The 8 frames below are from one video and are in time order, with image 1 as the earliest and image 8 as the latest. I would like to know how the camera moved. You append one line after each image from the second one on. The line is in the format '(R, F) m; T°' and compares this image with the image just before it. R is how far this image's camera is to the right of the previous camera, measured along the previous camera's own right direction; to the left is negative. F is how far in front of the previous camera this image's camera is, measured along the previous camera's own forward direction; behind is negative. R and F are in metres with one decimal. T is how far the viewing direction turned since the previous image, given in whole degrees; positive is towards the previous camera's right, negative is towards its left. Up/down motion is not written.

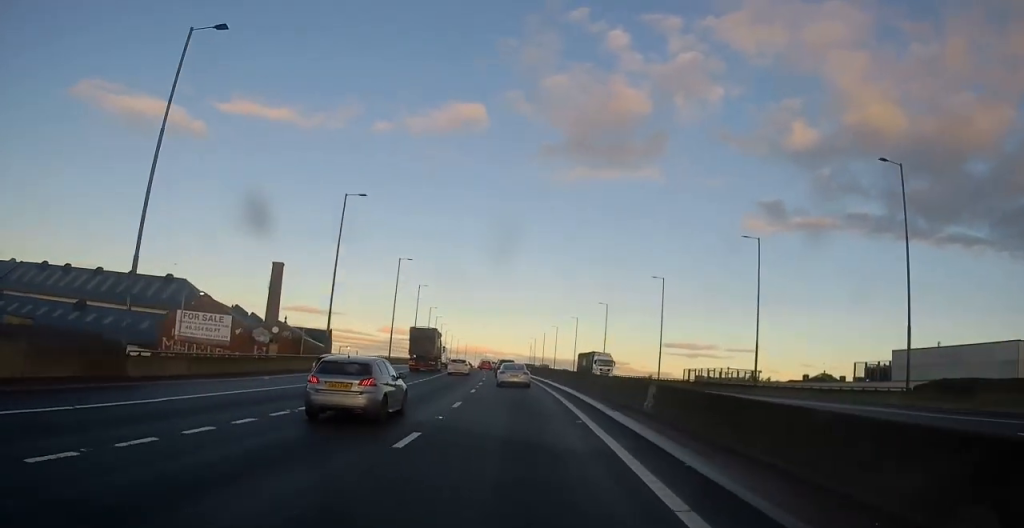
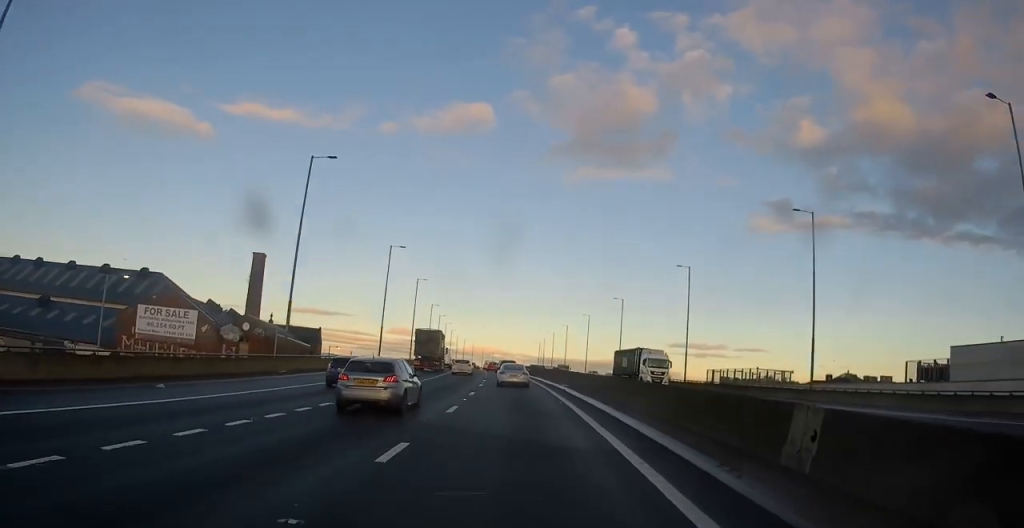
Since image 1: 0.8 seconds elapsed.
(+0.2, +11.1) m; 0°
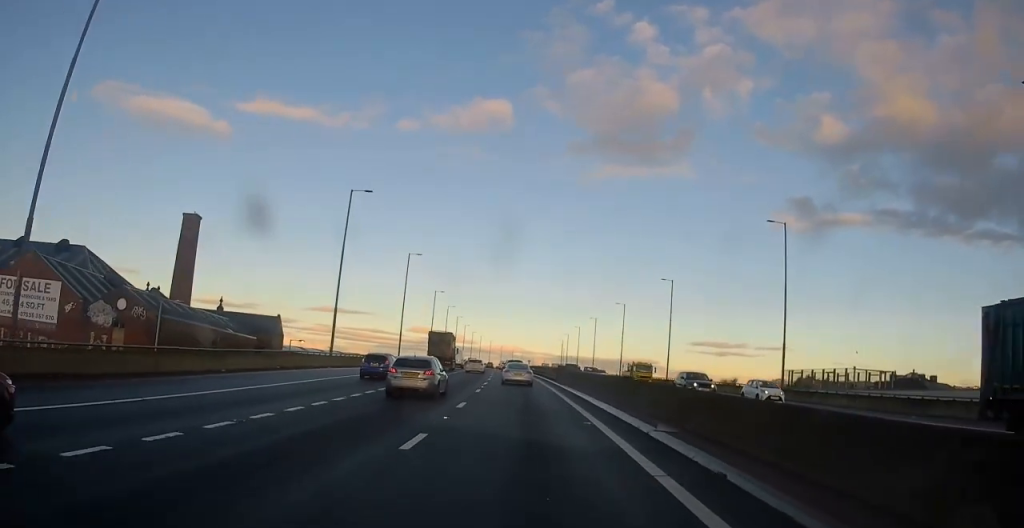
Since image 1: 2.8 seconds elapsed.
(-0.3, +27.0) m; 0°
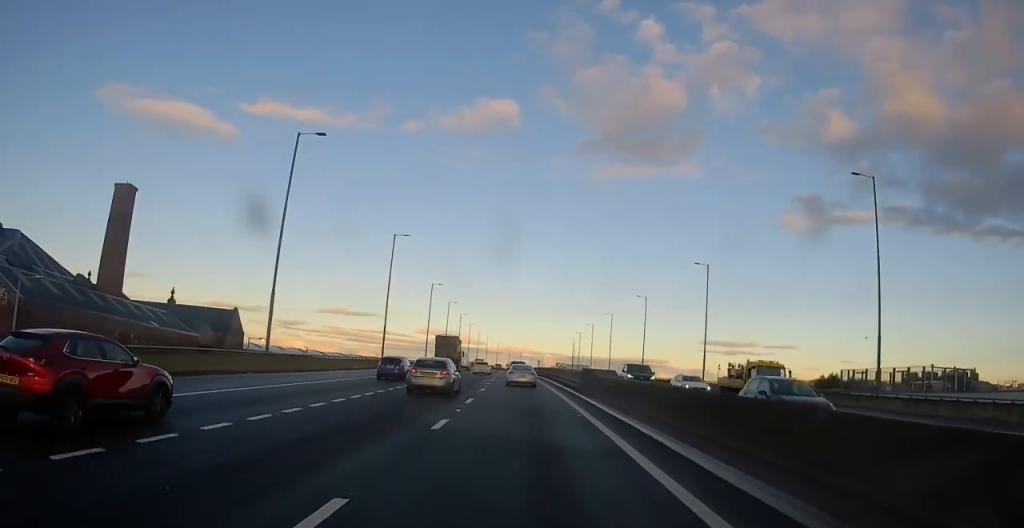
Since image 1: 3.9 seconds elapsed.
(0.0, +15.4) m; -2°
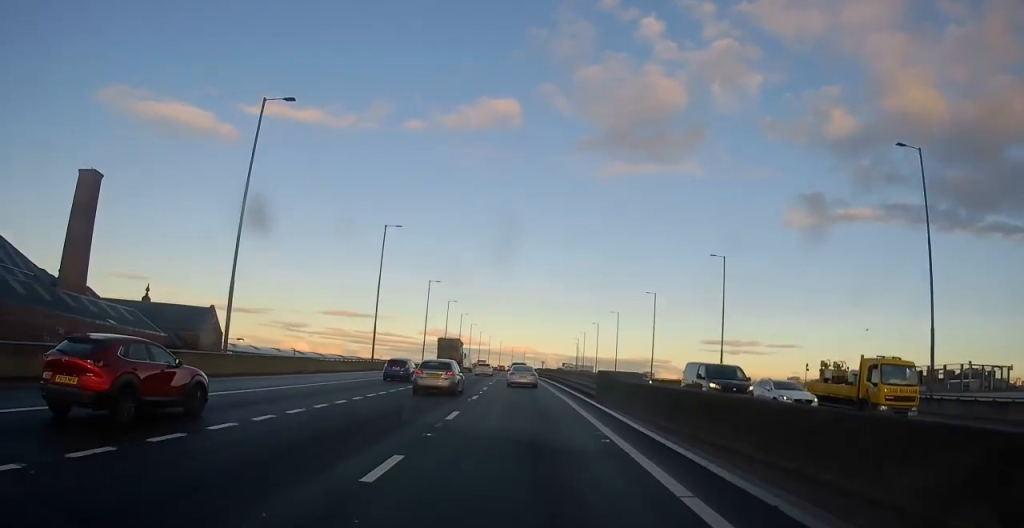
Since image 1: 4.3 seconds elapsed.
(-0.1, +6.1) m; 0°
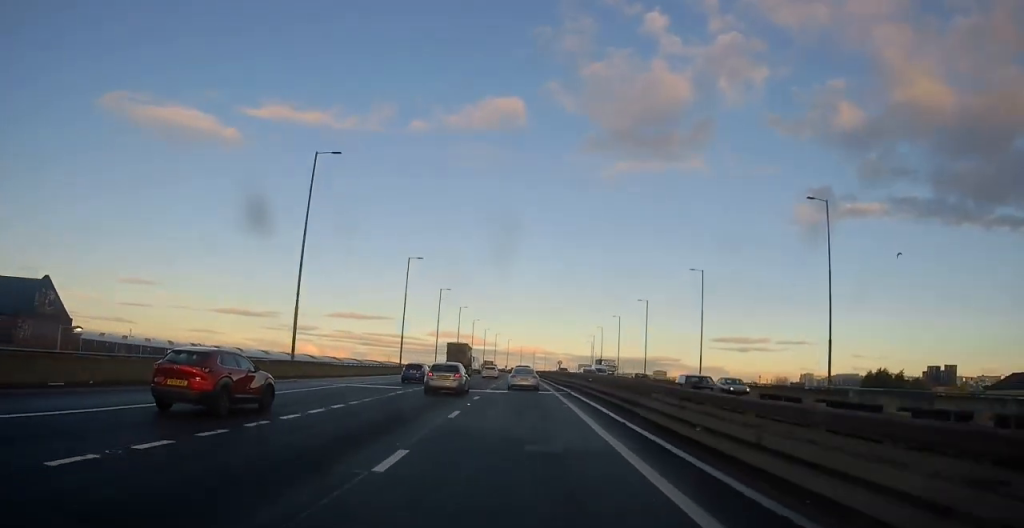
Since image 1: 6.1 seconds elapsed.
(0.0, +25.3) m; 0°
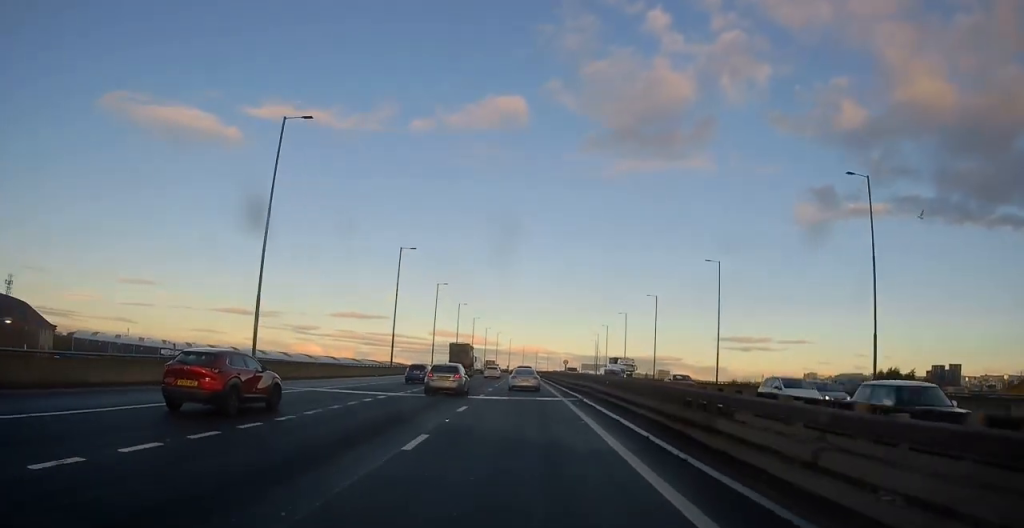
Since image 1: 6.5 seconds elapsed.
(-0.1, +6.6) m; -1°
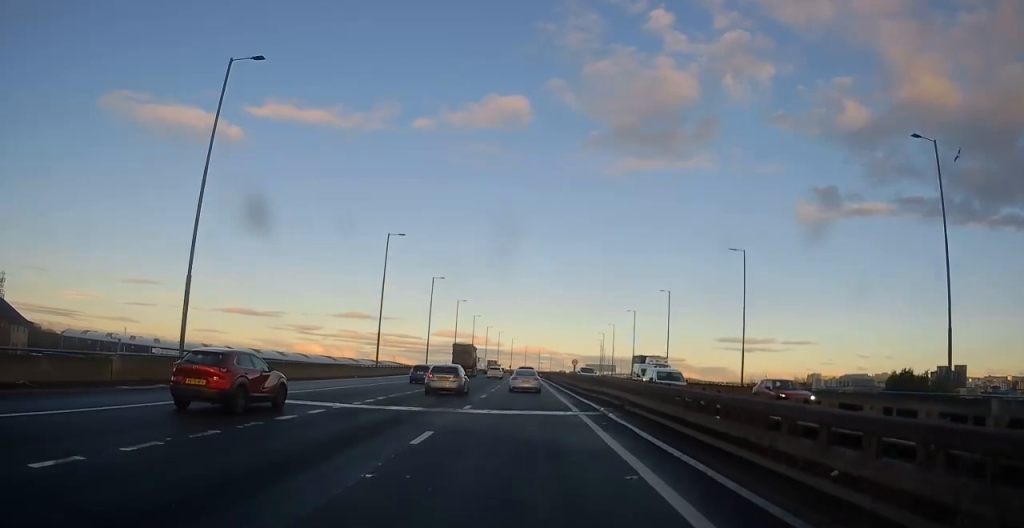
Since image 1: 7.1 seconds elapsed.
(0.0, +8.2) m; -1°
